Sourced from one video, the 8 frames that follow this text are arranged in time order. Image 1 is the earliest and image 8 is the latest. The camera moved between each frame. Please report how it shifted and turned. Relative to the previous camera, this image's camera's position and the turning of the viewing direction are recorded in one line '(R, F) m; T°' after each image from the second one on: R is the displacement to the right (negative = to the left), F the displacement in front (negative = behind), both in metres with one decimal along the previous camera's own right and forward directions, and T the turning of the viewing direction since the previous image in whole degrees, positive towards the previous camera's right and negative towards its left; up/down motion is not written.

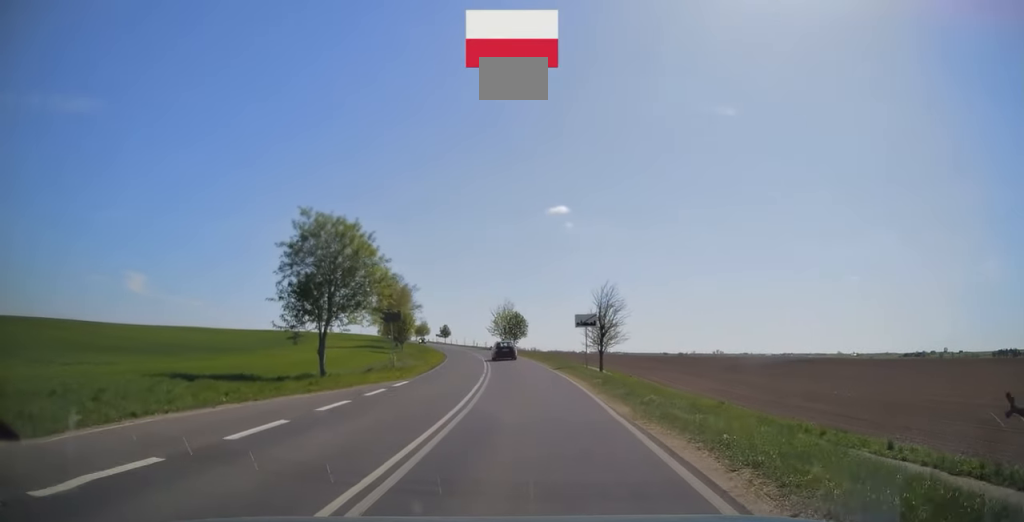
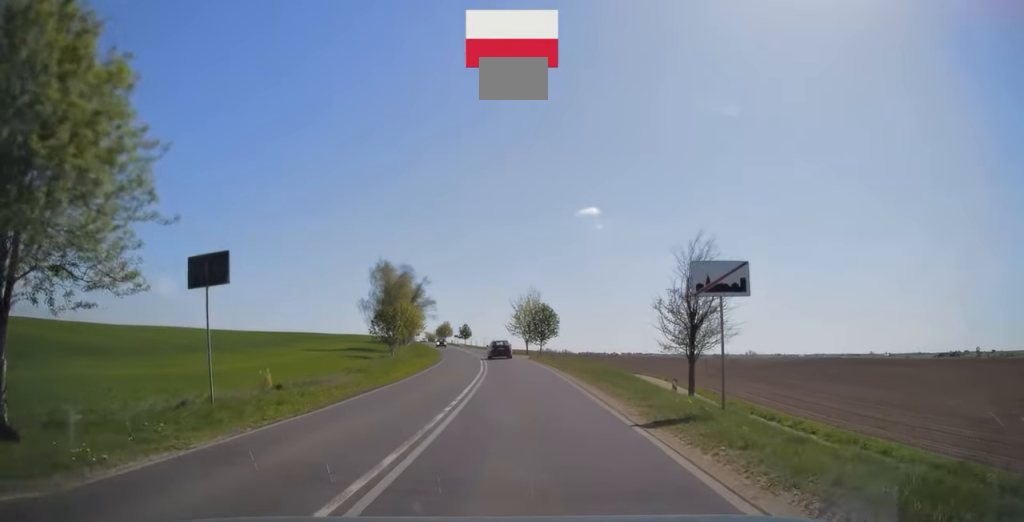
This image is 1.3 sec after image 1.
(-0.6, +21.2) m; -3°
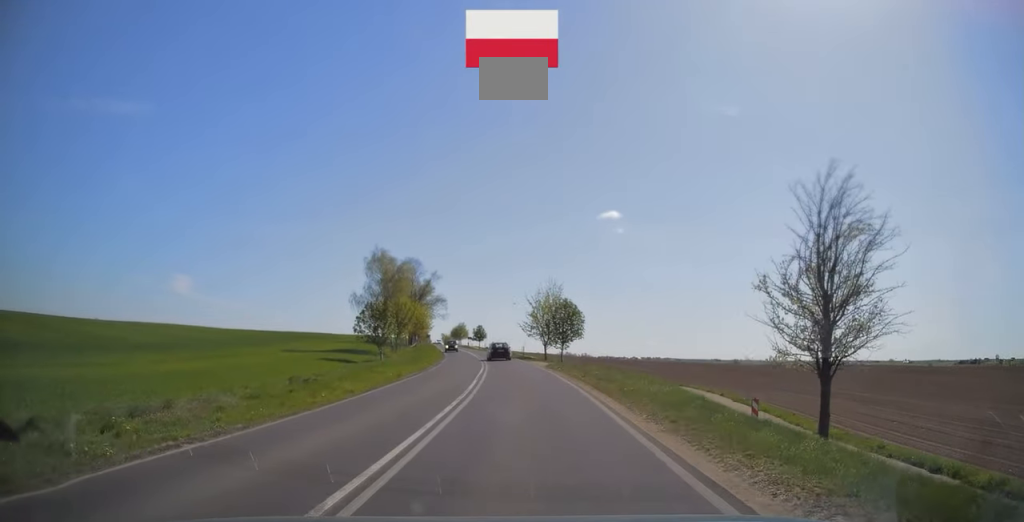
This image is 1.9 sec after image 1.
(-0.1, +11.2) m; -2°
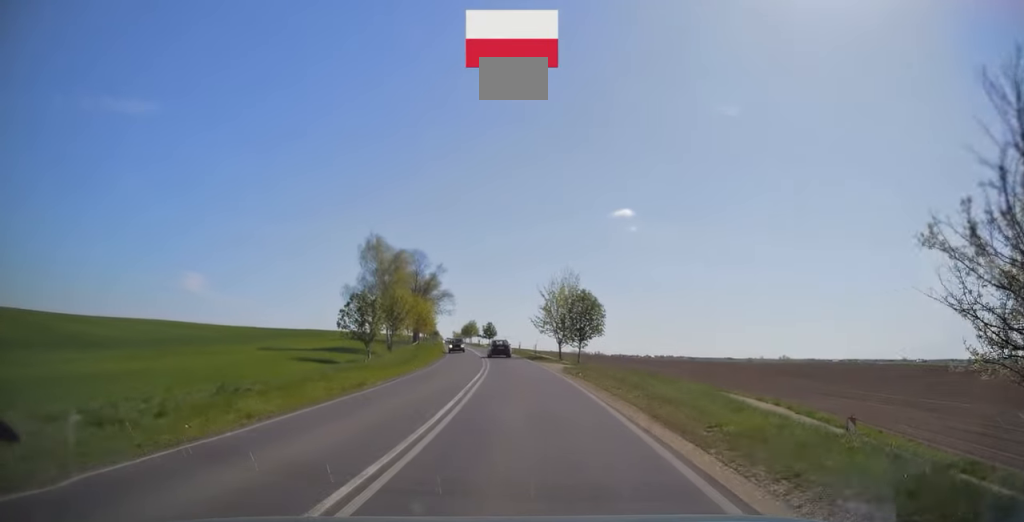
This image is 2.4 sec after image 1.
(-0.1, +7.5) m; -1°
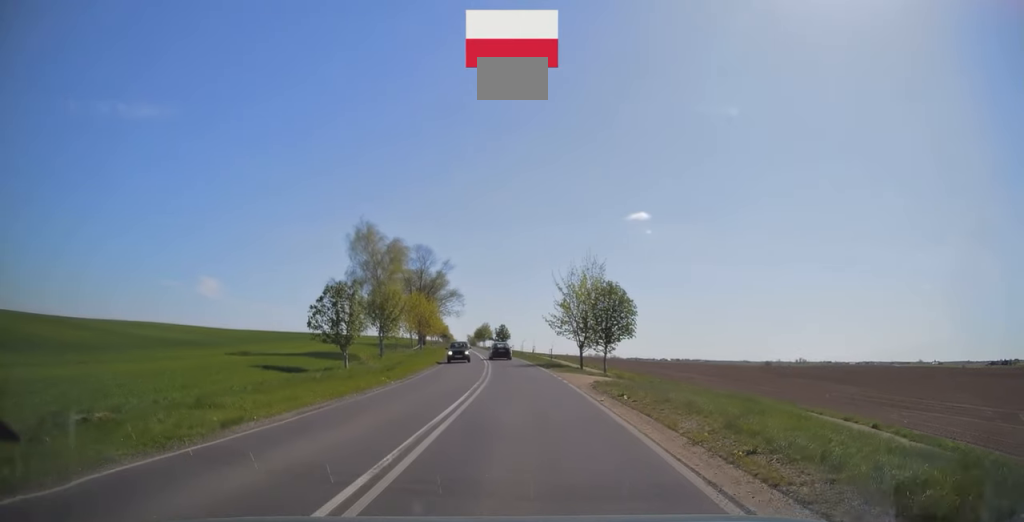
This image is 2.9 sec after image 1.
(0.0, +8.7) m; -1°
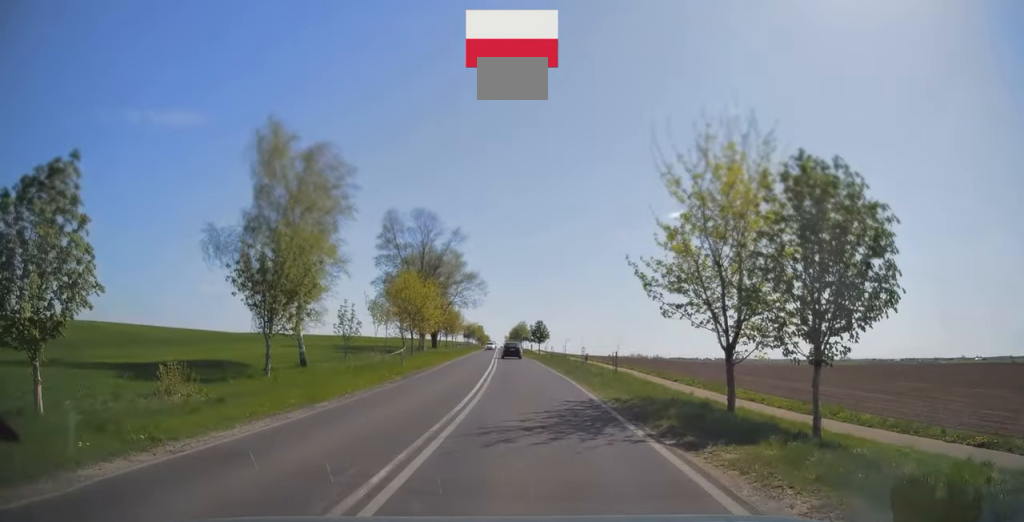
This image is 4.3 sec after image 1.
(-1.0, +27.4) m; -3°
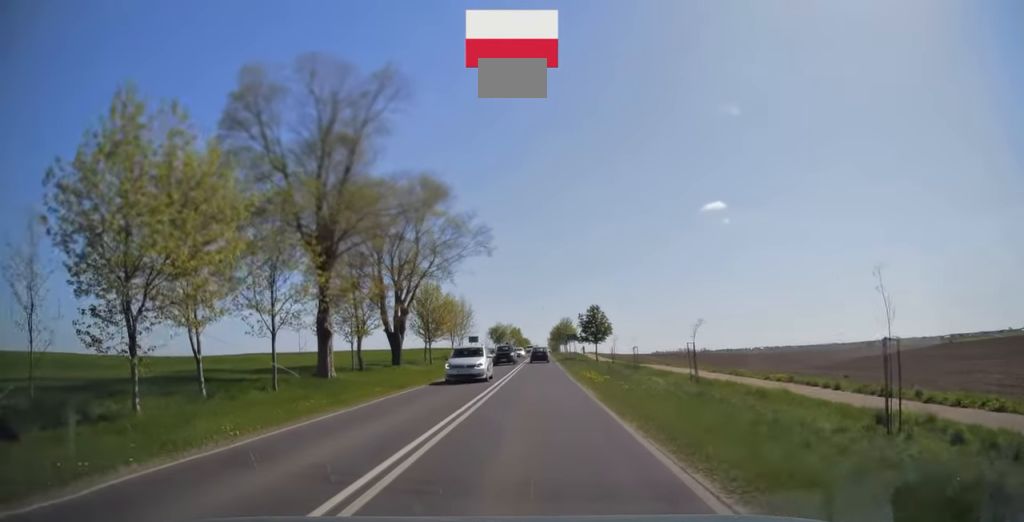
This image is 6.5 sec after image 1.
(-1.4, +41.4) m; -3°
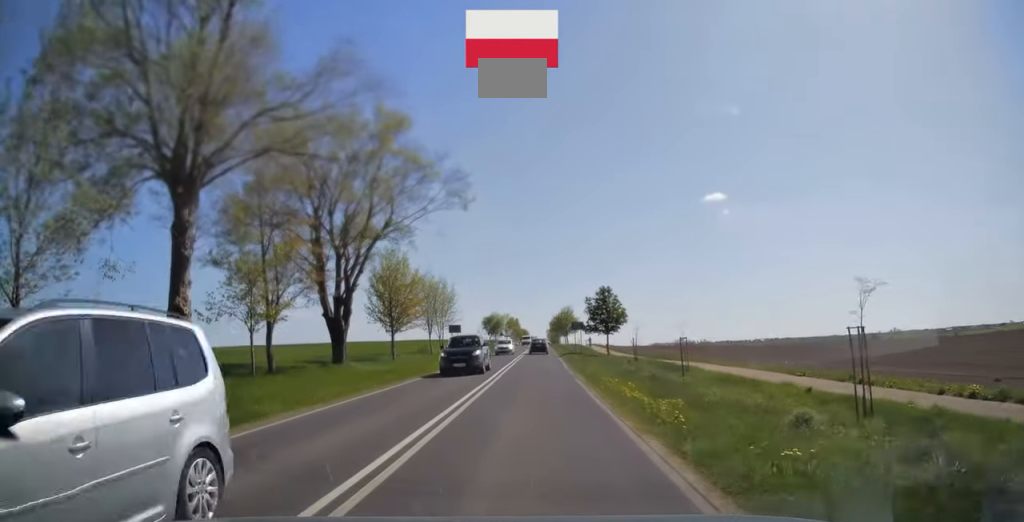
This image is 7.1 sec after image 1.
(-0.1, +12.1) m; 0°
